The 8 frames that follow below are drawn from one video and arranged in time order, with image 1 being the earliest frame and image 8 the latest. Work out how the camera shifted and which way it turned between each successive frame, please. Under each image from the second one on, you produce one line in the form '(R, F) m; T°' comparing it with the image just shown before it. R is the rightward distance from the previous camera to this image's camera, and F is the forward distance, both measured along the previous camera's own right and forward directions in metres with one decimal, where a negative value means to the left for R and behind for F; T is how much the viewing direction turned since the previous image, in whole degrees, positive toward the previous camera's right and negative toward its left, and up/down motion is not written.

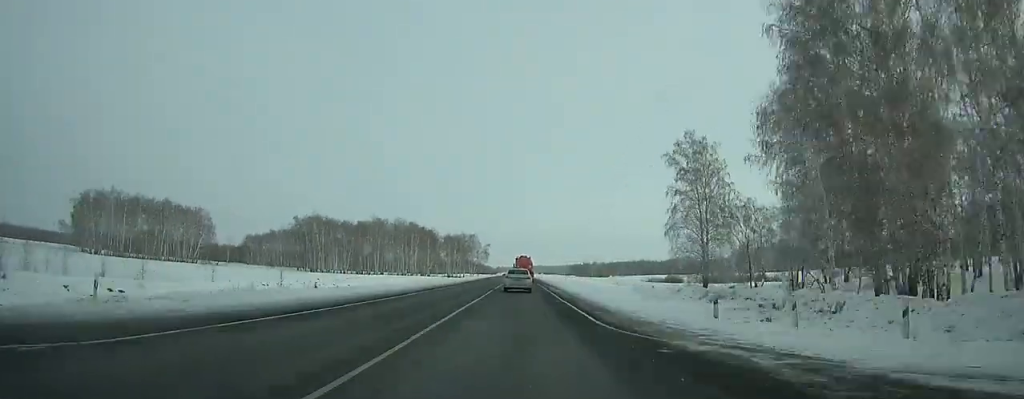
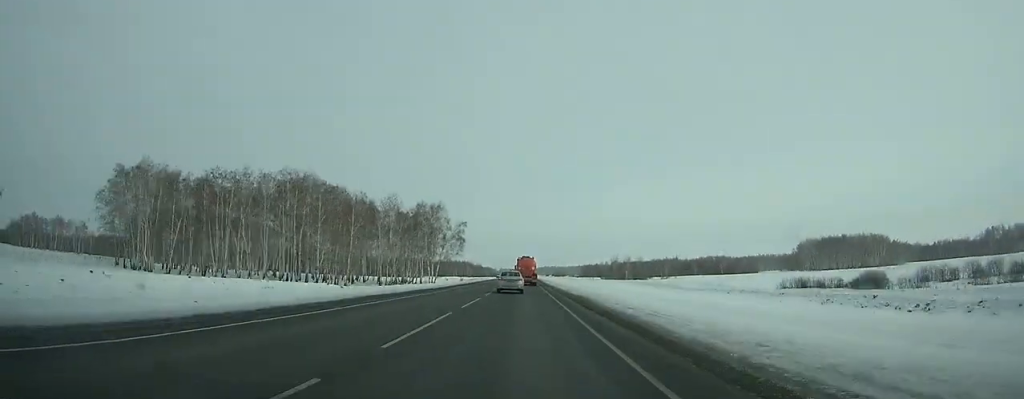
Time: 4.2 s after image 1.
(+0.2, +109.0) m; 0°
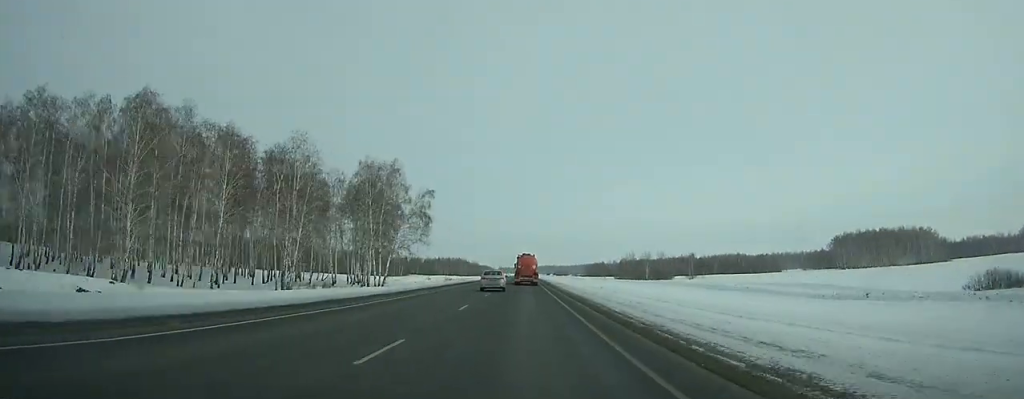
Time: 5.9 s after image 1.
(-0.1, +45.7) m; 0°
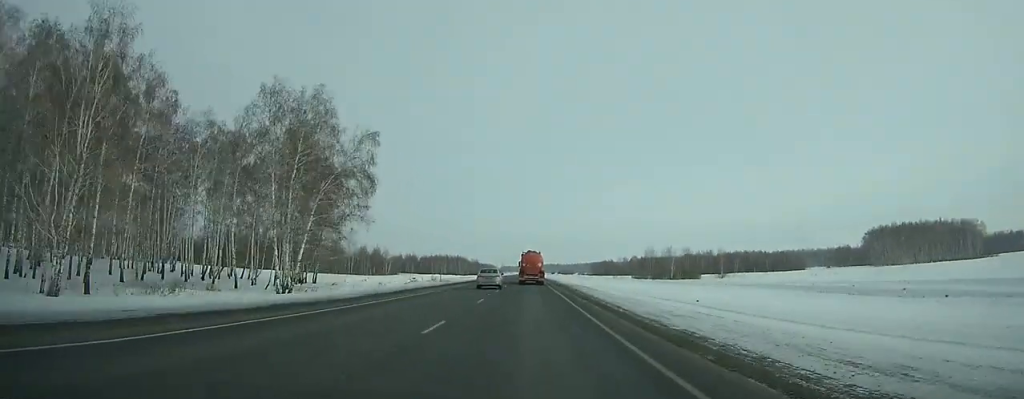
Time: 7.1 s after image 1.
(0.0, +32.7) m; 0°
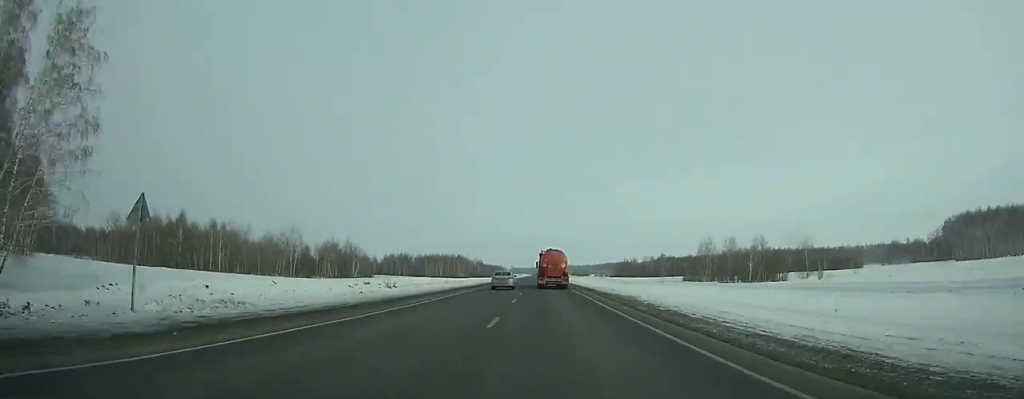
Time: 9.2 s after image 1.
(-0.3, +58.9) m; 0°
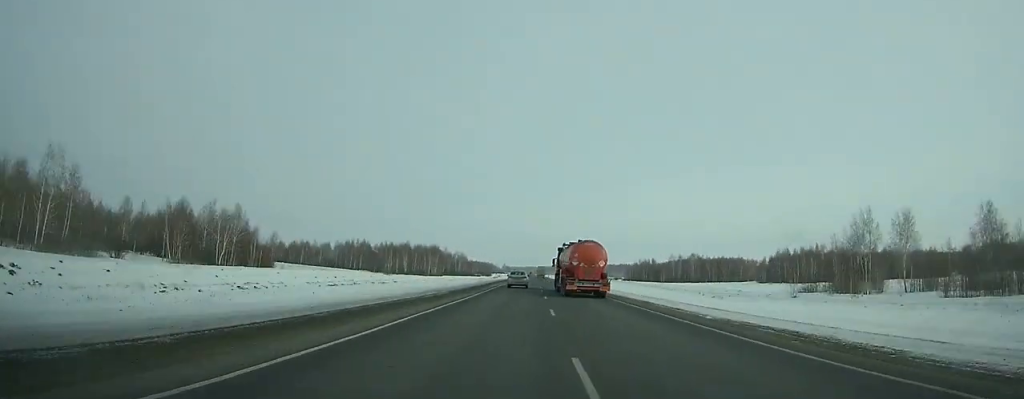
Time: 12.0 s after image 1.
(-0.1, +81.3) m; 0°
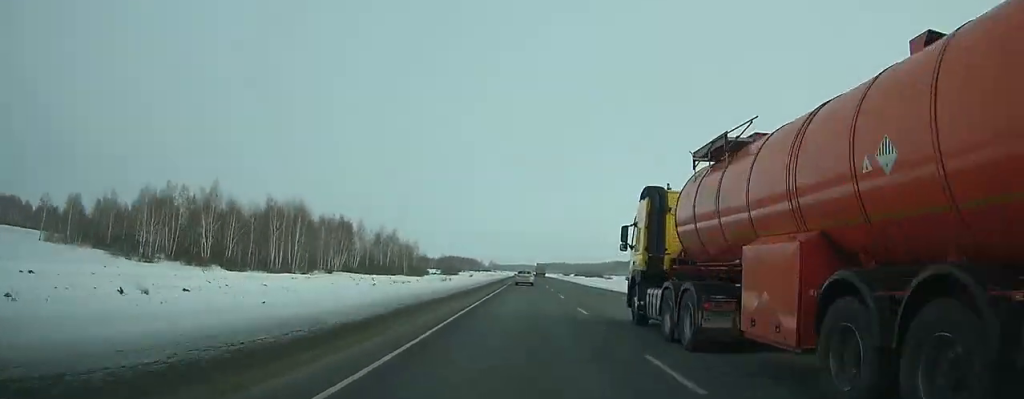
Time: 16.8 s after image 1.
(+0.7, +145.7) m; +1°
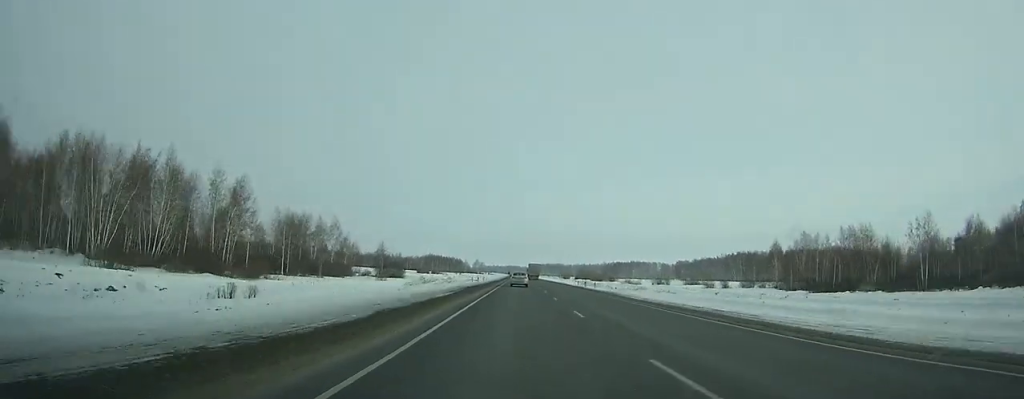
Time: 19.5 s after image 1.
(+0.6, +85.0) m; +1°
